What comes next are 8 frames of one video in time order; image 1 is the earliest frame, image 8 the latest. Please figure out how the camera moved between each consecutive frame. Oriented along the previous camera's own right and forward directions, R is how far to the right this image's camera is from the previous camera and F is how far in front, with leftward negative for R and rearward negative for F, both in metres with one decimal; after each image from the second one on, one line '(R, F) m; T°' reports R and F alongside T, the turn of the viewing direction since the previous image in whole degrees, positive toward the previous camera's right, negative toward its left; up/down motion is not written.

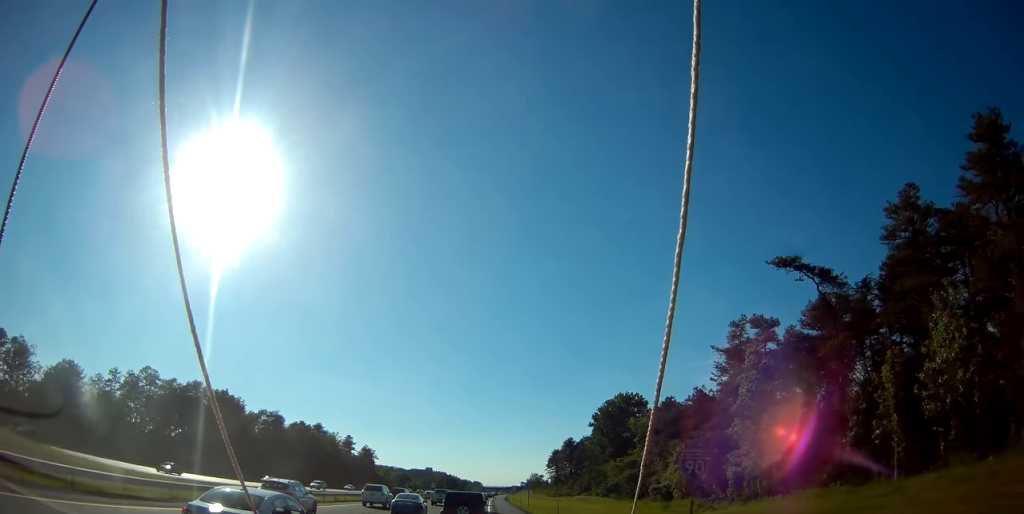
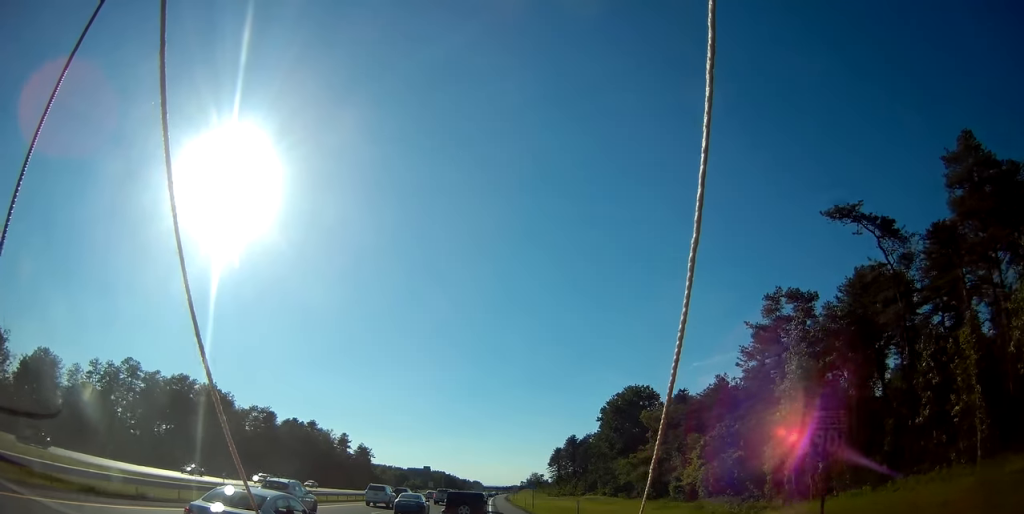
(0.0, +6.9) m; 0°
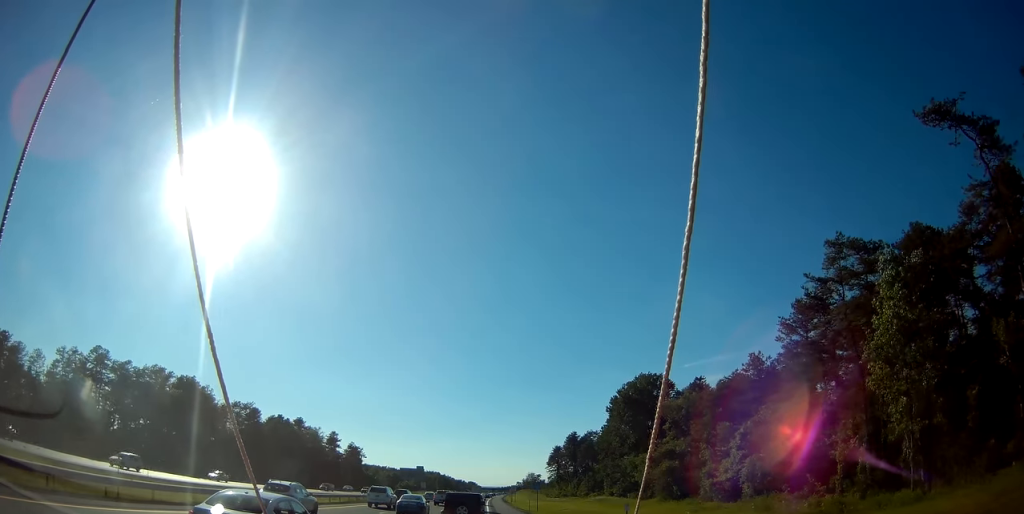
(+0.1, +9.9) m; 0°
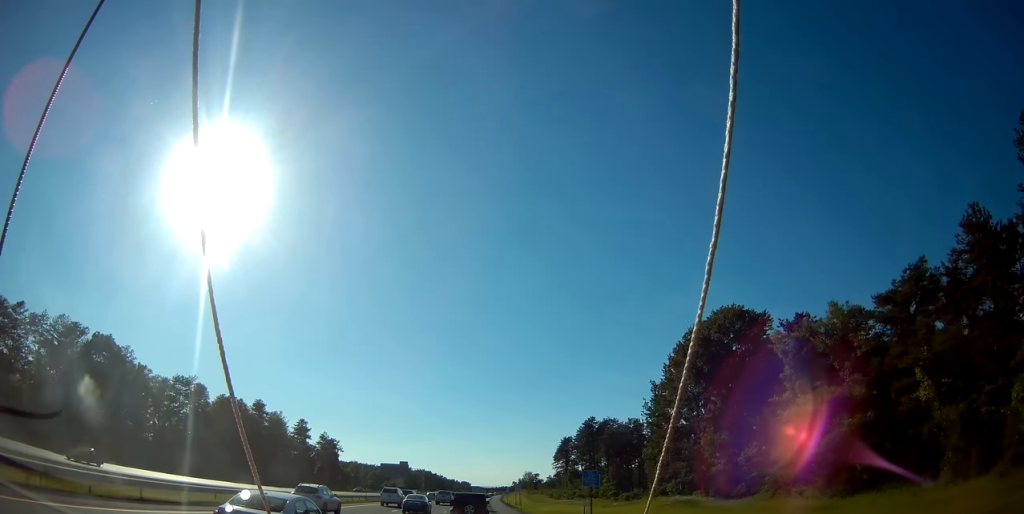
(-0.4, +31.4) m; -1°
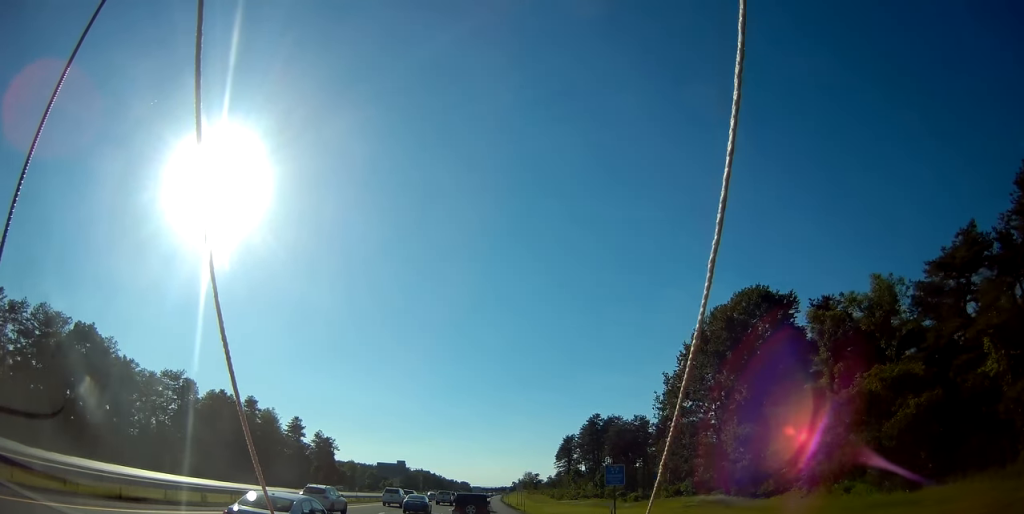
(0.0, +5.4) m; +1°
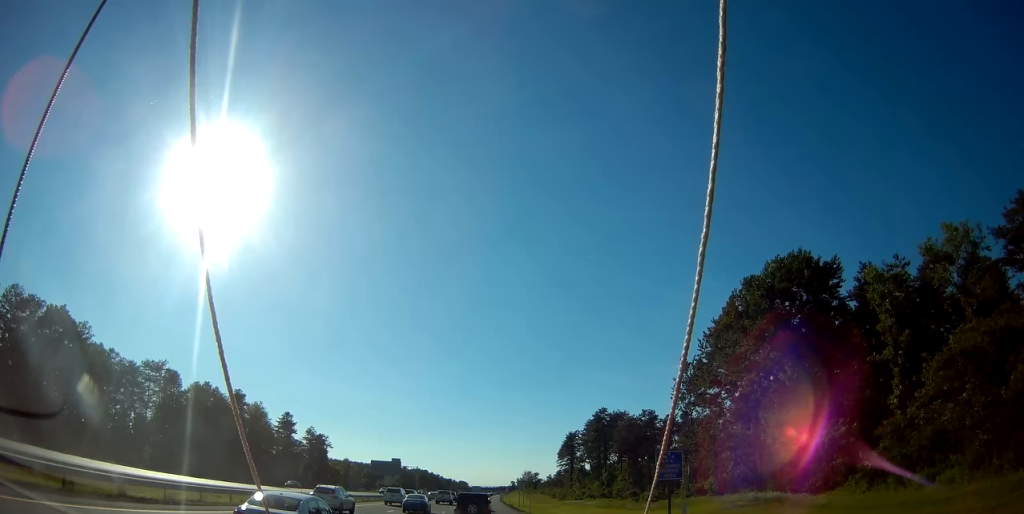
(+0.1, +7.5) m; +2°
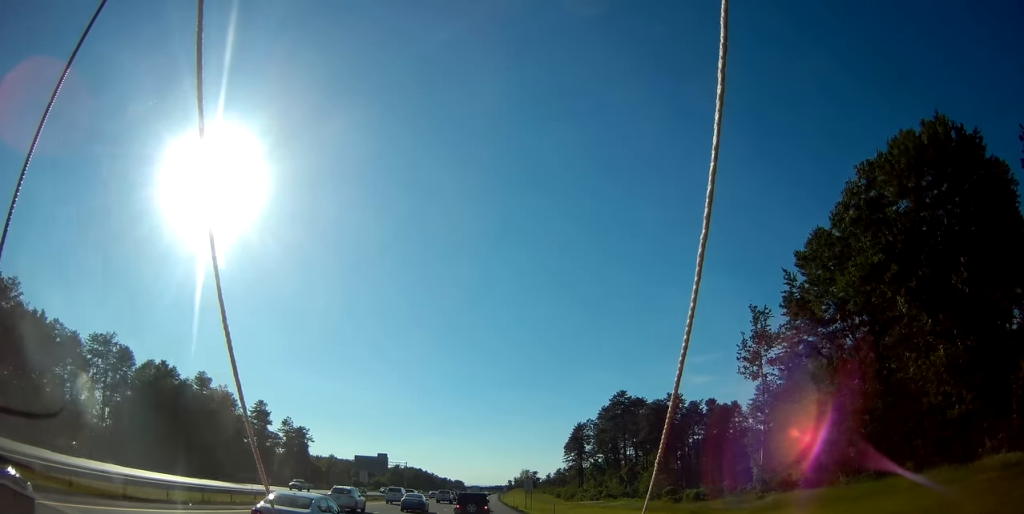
(+0.1, +18.4) m; -2°
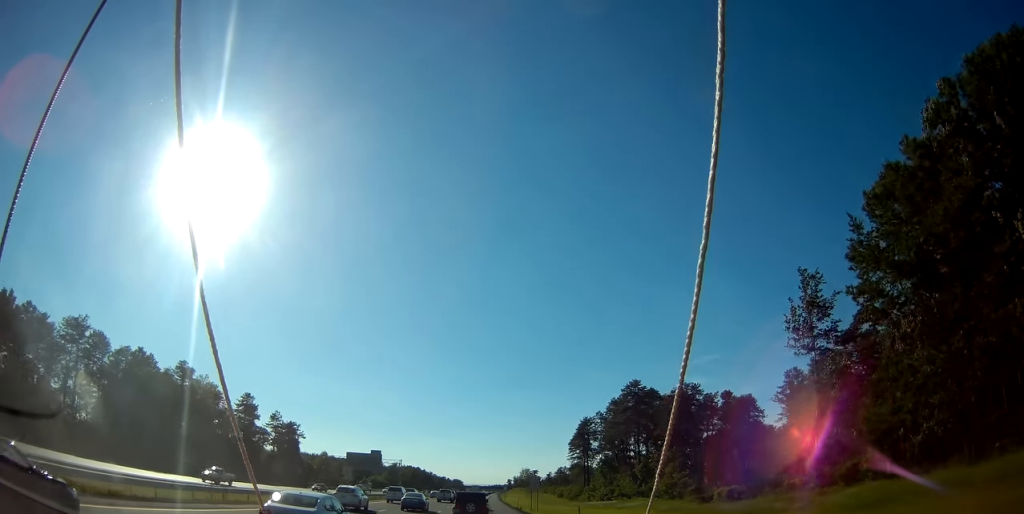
(-0.5, +8.5) m; 0°
